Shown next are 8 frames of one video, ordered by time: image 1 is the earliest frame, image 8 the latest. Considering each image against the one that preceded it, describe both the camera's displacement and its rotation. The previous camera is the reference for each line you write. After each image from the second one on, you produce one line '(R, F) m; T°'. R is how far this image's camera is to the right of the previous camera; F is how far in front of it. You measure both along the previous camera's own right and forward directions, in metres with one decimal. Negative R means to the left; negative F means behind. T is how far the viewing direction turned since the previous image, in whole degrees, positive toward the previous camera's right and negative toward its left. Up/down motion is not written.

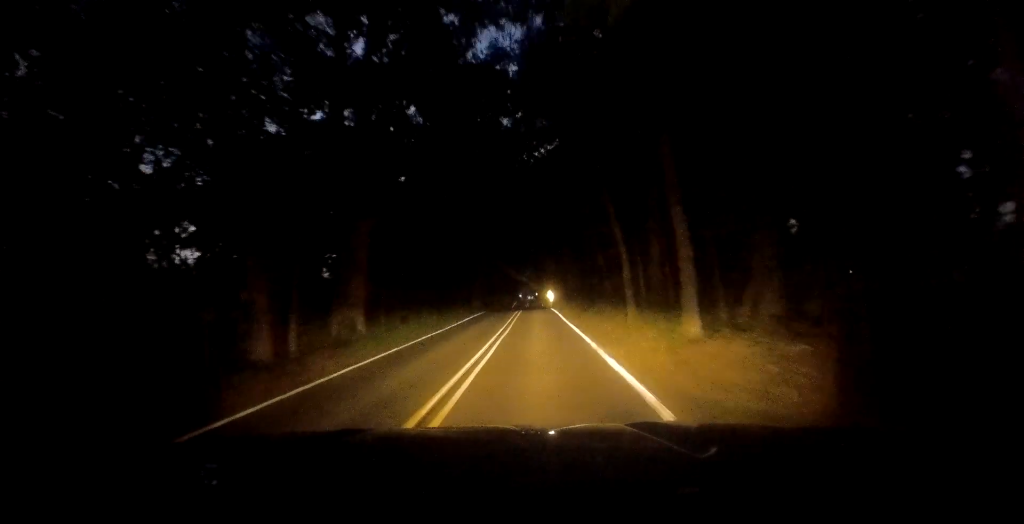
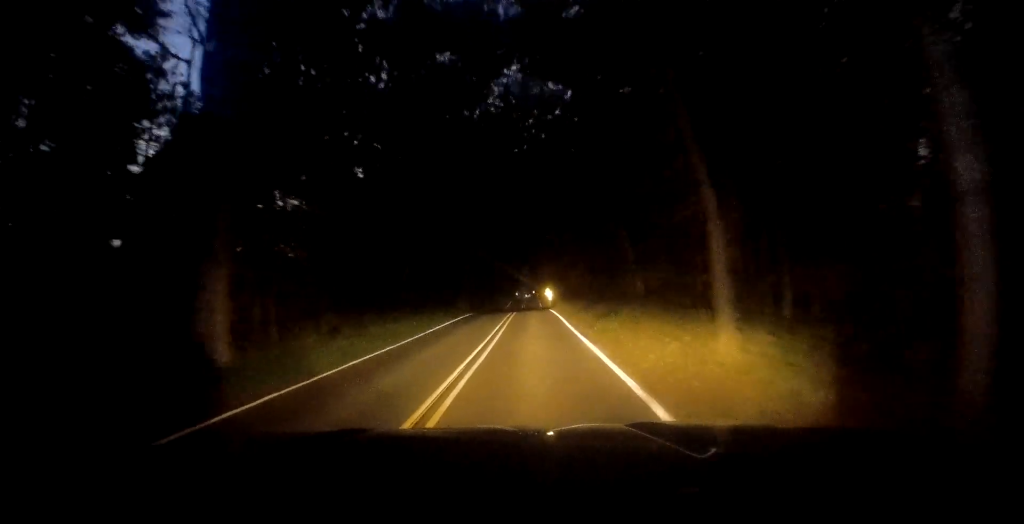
(+0.3, +9.1) m; 0°
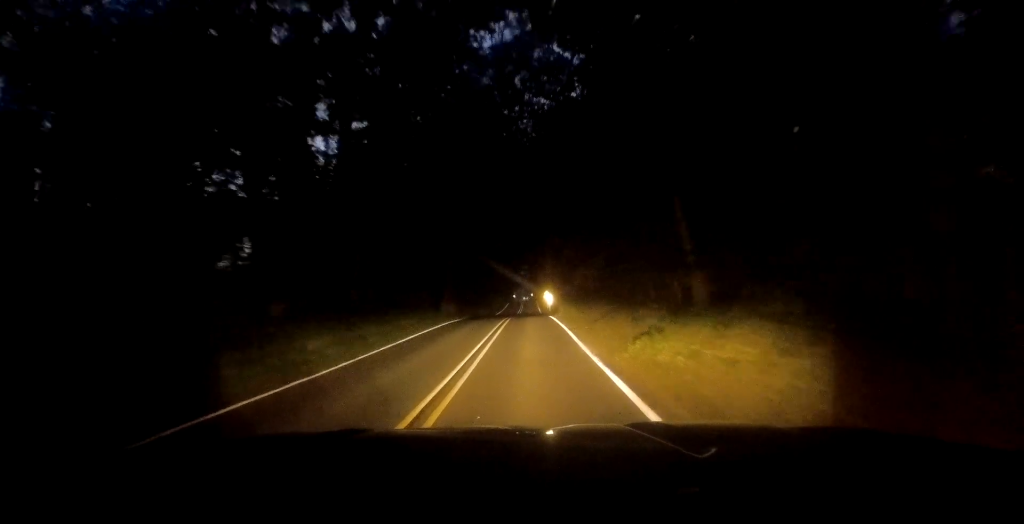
(+0.1, +7.4) m; 0°
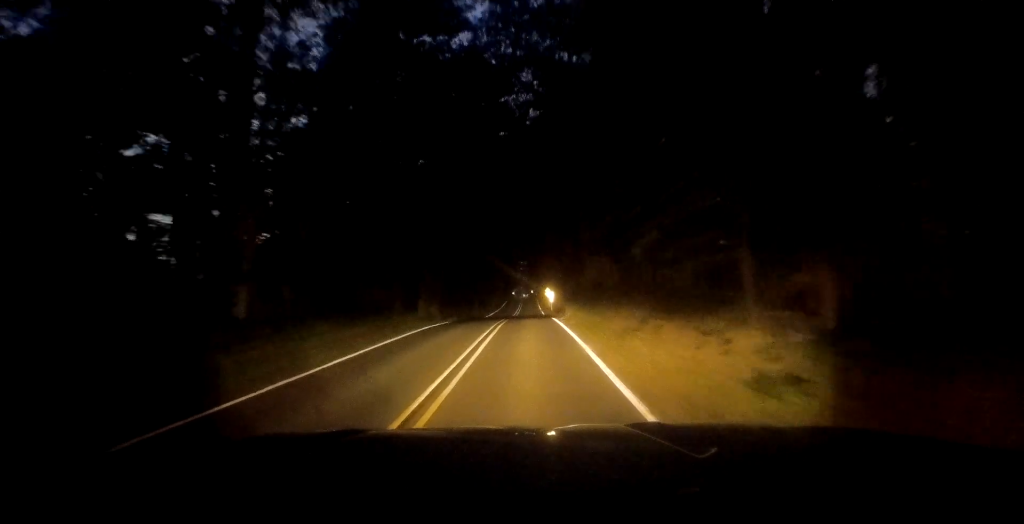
(-0.4, +8.2) m; 0°
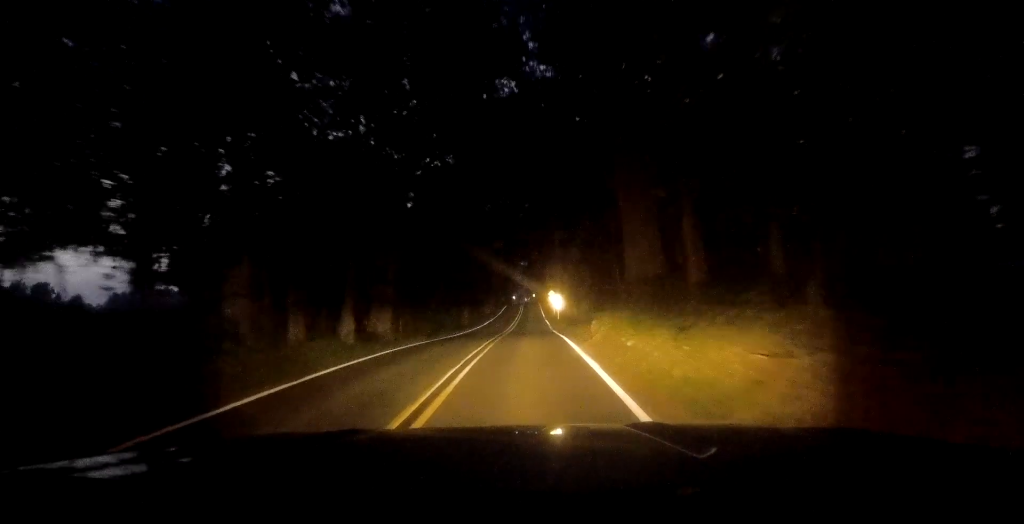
(+0.4, +13.5) m; 0°
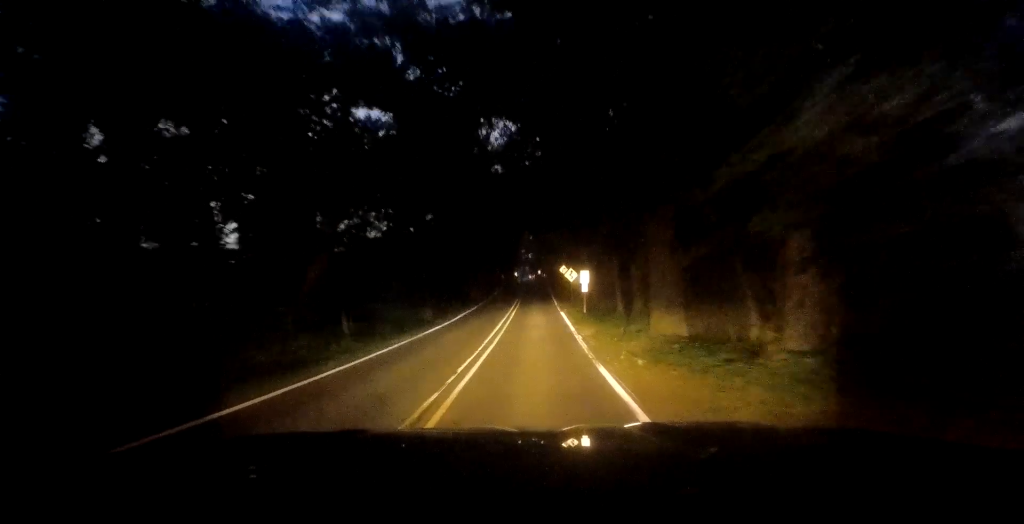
(0.0, +25.1) m; +2°
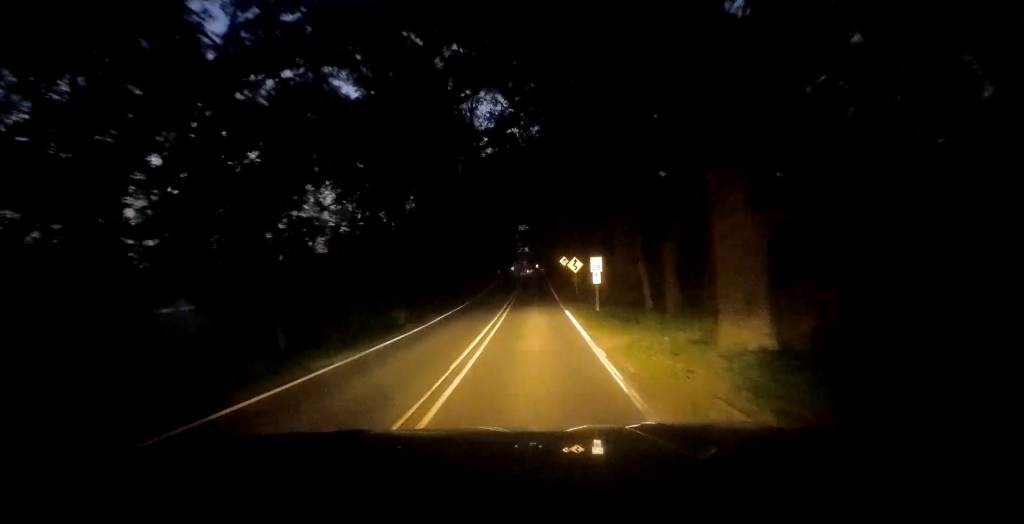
(0.0, +7.4) m; -1°
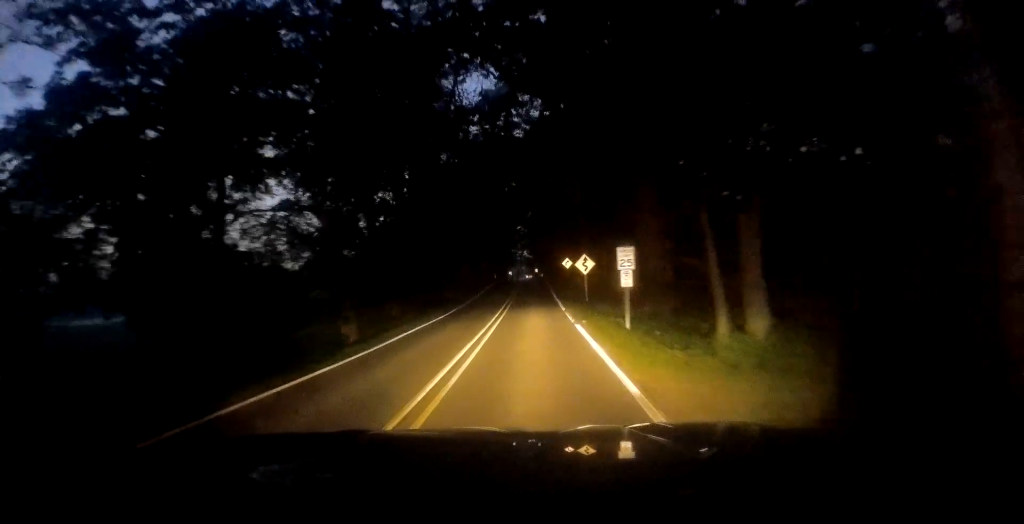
(0.0, +8.2) m; -1°
